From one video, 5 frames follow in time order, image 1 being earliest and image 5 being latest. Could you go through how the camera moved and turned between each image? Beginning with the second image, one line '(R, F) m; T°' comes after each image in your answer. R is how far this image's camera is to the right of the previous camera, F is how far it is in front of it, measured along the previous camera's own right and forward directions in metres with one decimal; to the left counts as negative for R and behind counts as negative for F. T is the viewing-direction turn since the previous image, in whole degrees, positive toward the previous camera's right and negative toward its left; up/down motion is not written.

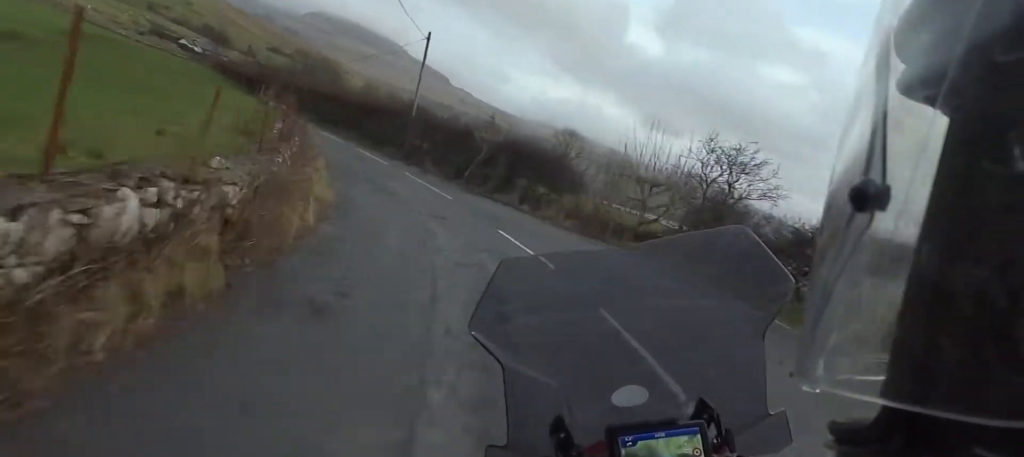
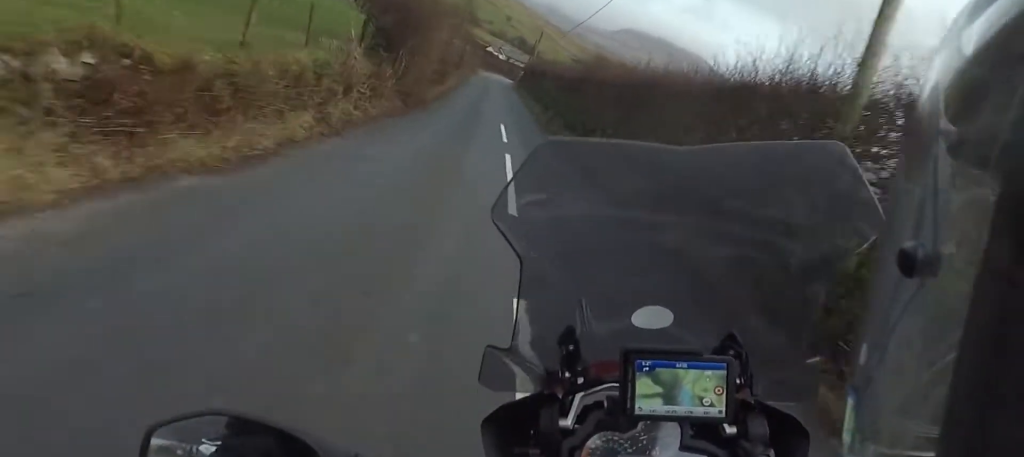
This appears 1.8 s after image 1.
(-5.1, +27.7) m; -22°
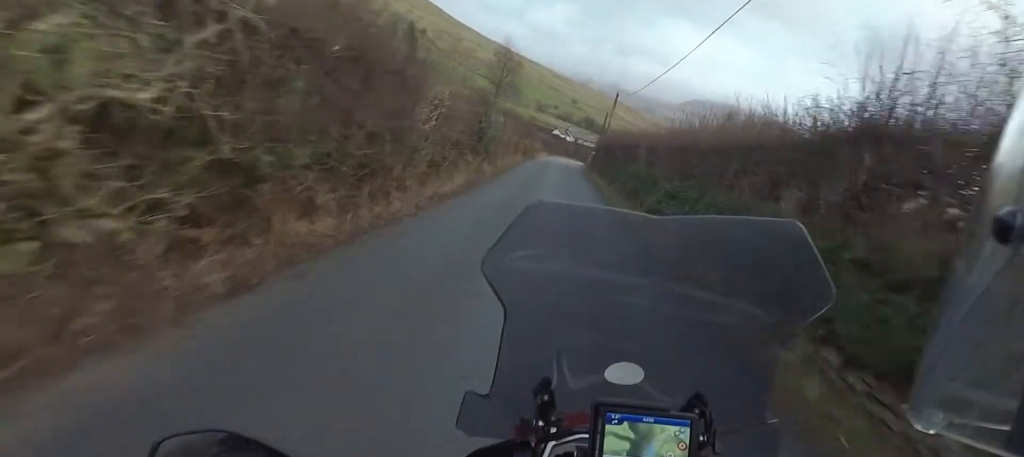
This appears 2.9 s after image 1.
(-2.2, +18.8) m; -10°
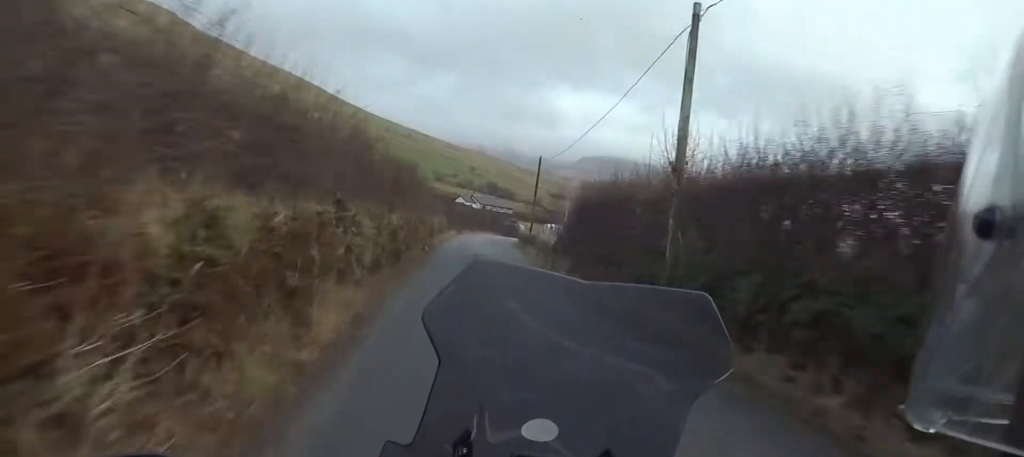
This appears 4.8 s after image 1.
(-0.2, +34.3) m; 0°
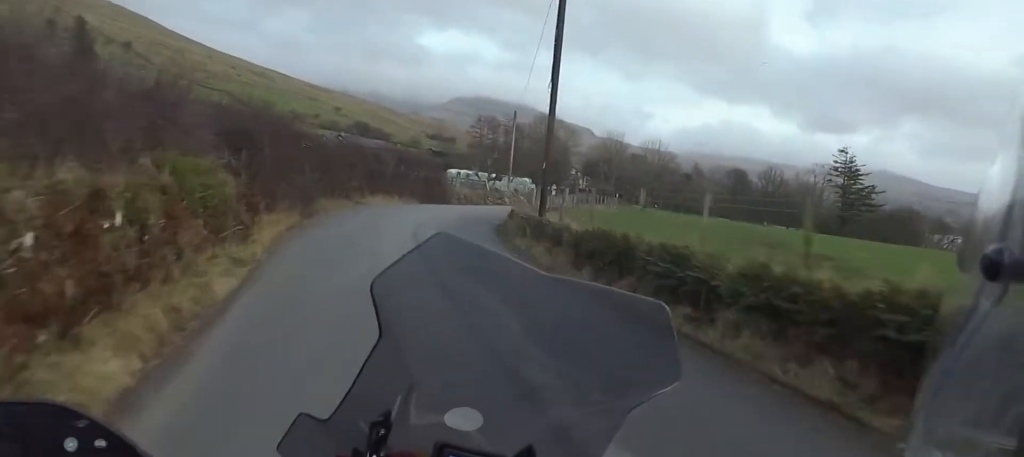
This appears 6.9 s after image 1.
(+1.8, +39.3) m; +11°
